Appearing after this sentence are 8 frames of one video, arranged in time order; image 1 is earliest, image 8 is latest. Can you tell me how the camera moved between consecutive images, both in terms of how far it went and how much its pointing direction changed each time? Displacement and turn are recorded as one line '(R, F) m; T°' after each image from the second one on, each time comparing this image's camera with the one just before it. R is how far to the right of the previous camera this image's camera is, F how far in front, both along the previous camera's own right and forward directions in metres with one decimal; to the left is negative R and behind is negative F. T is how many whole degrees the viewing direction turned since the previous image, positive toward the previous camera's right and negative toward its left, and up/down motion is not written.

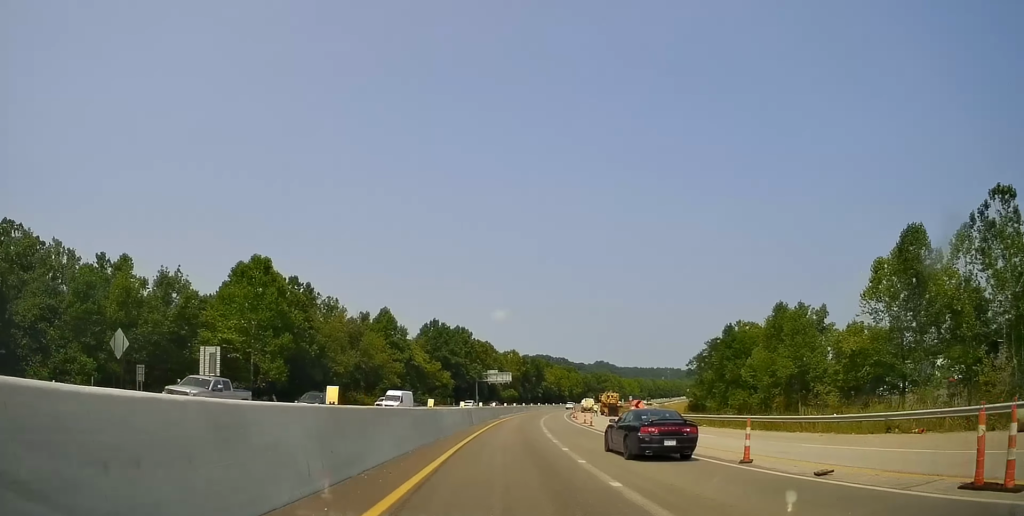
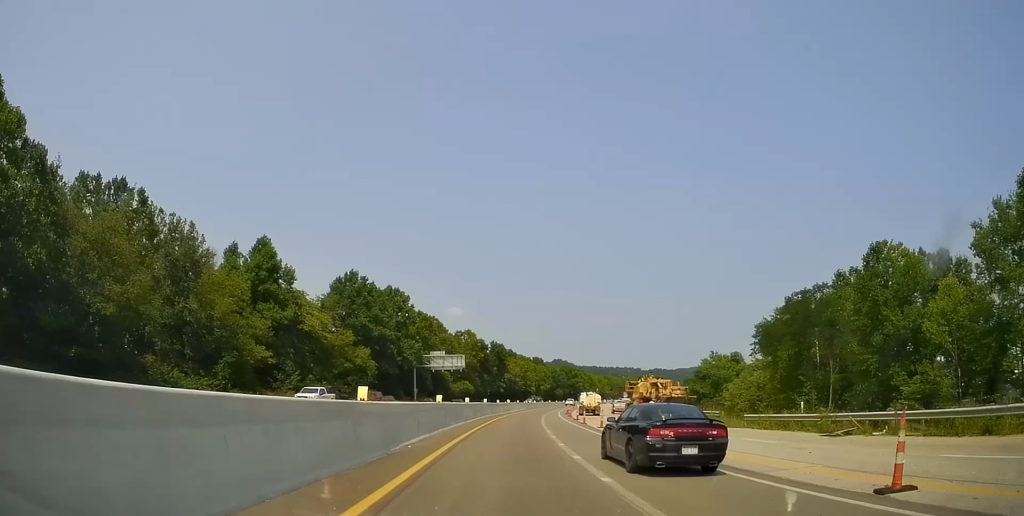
(+0.3, +47.6) m; +5°
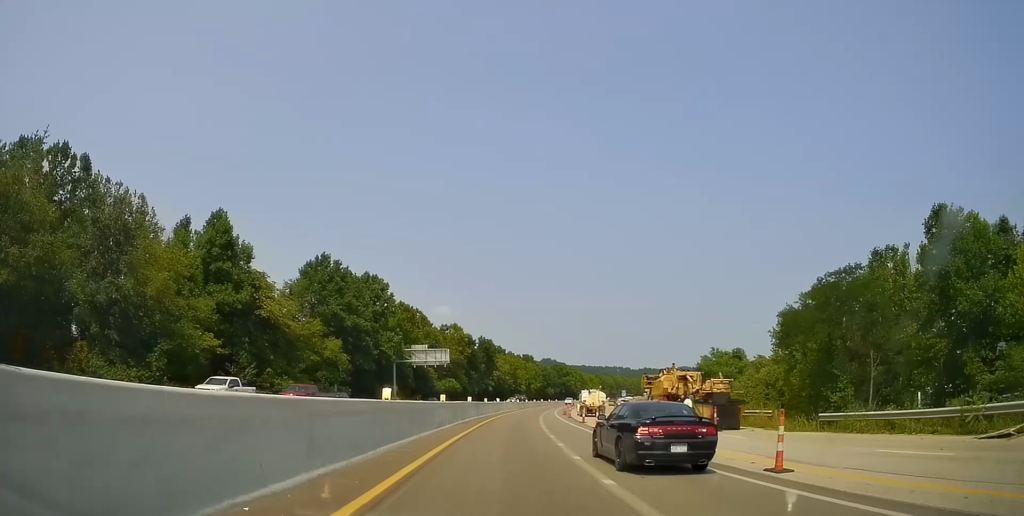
(+0.9, +10.4) m; +2°
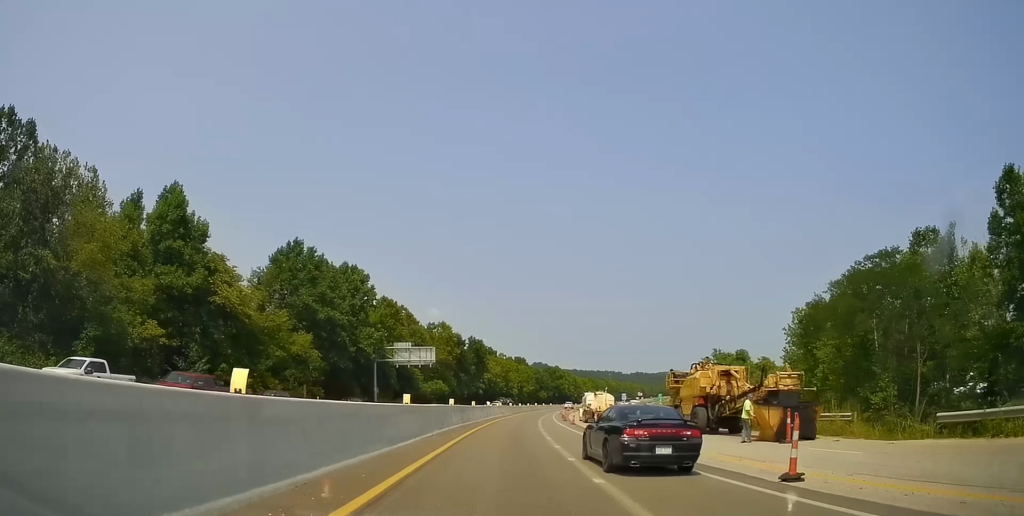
(+0.4, +9.2) m; +2°
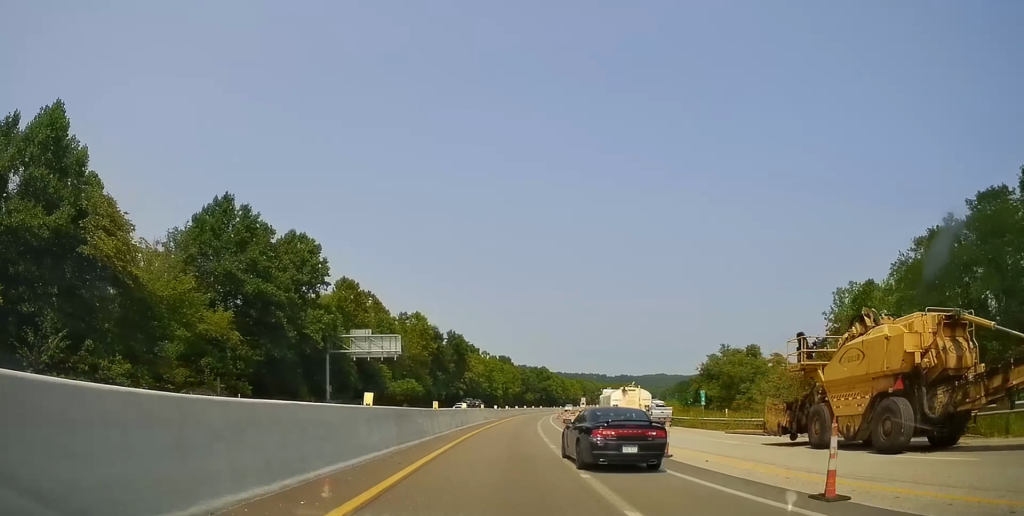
(-0.4, +18.2) m; +2°
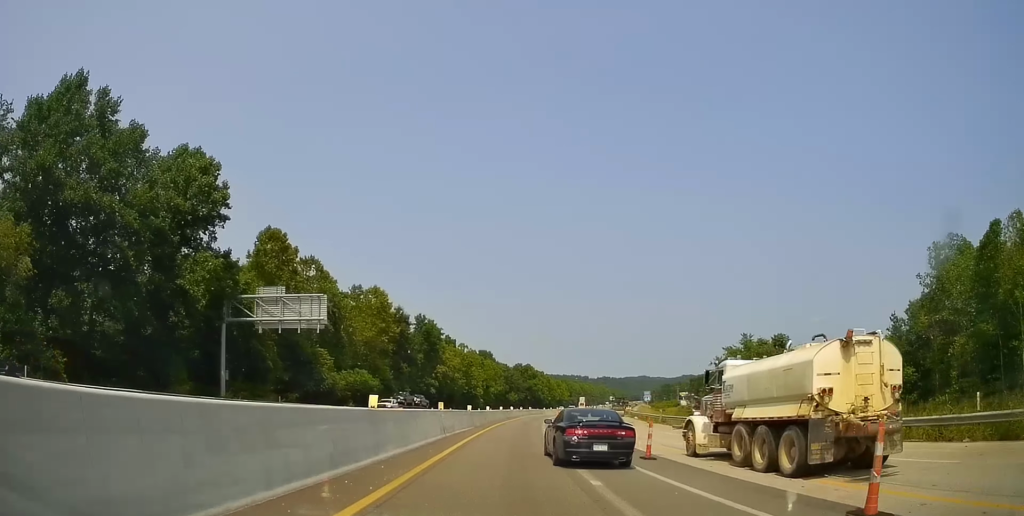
(+1.2, +24.7) m; +3°
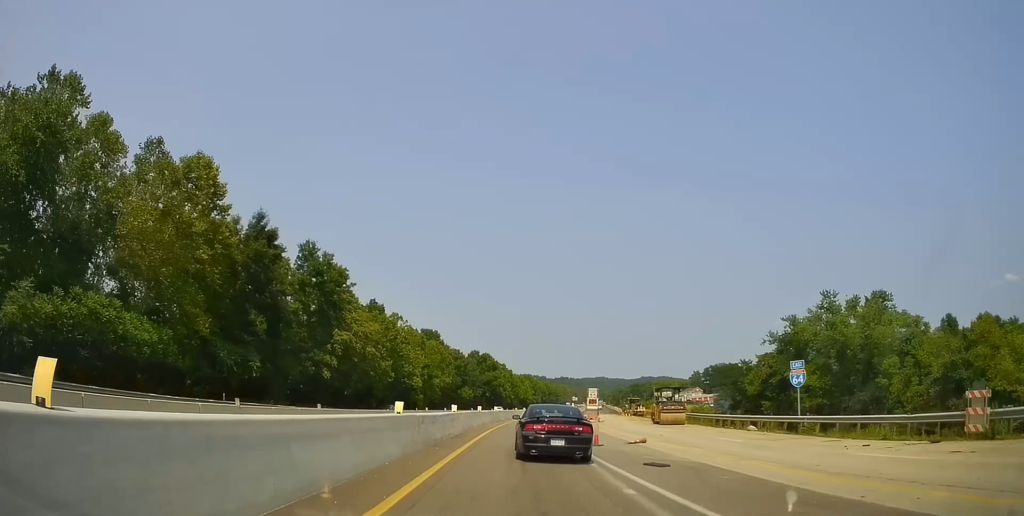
(+1.4, +48.1) m; +4°
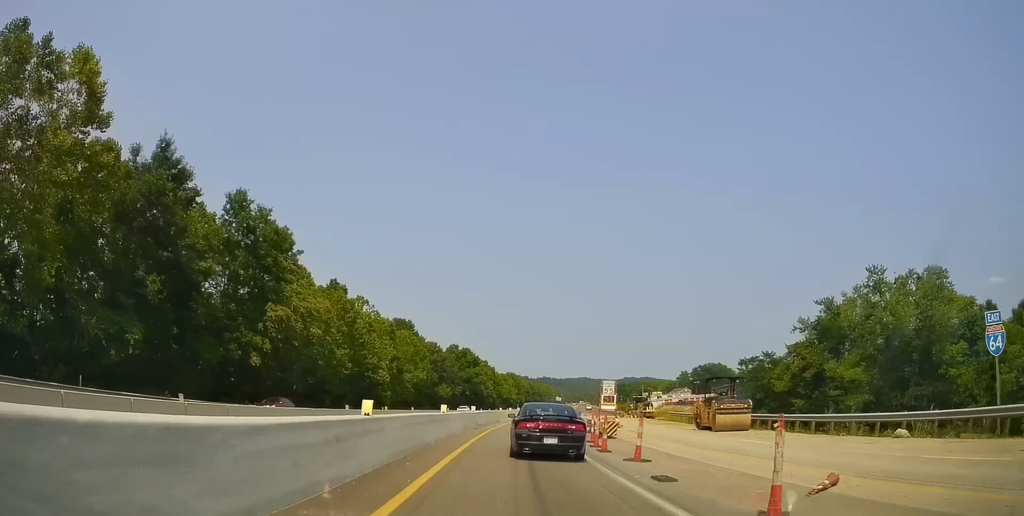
(+0.1, +15.3) m; +2°
